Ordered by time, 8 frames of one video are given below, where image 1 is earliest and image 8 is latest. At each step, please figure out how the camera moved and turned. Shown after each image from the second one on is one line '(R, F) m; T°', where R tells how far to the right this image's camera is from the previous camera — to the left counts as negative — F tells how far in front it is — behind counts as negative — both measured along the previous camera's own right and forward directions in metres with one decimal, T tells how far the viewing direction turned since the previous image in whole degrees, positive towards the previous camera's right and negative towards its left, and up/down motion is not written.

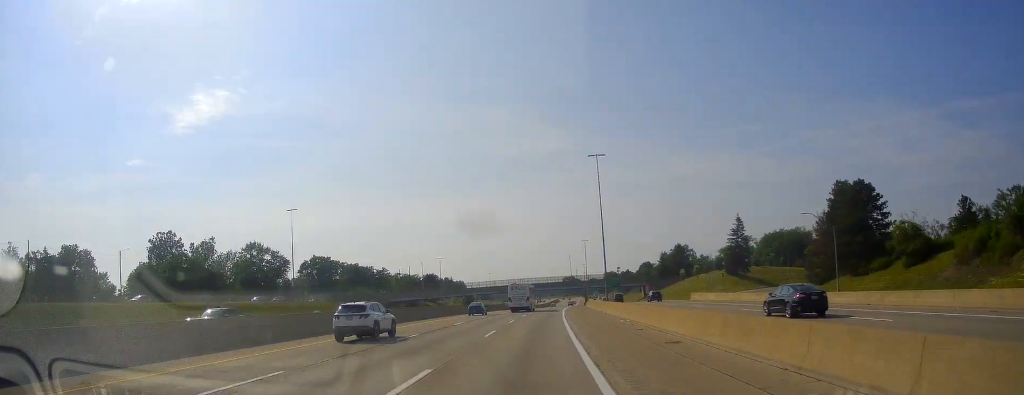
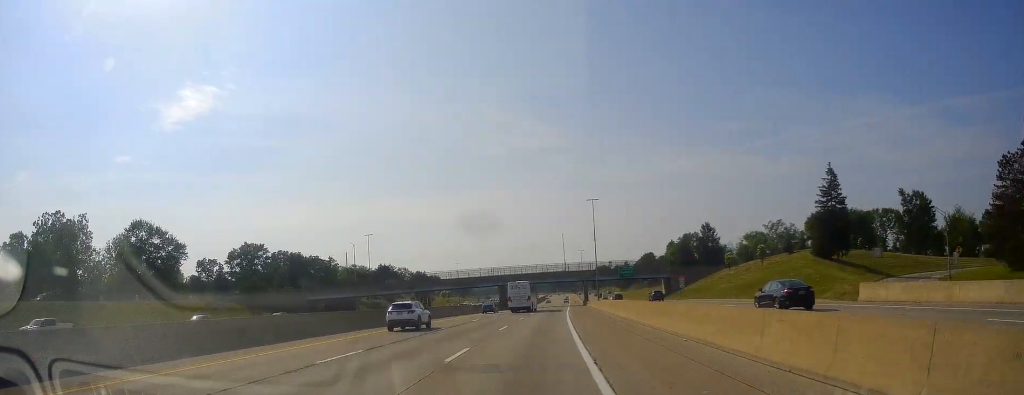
(+0.5, +55.0) m; +1°
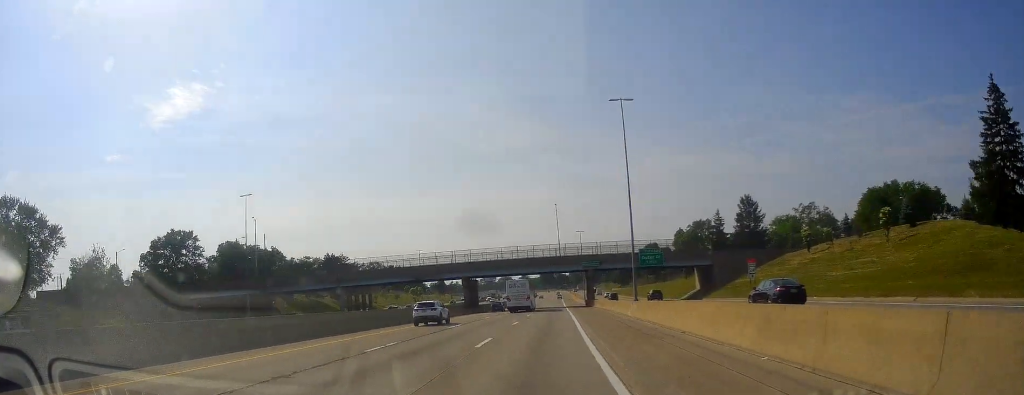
(+0.3, +42.0) m; +1°
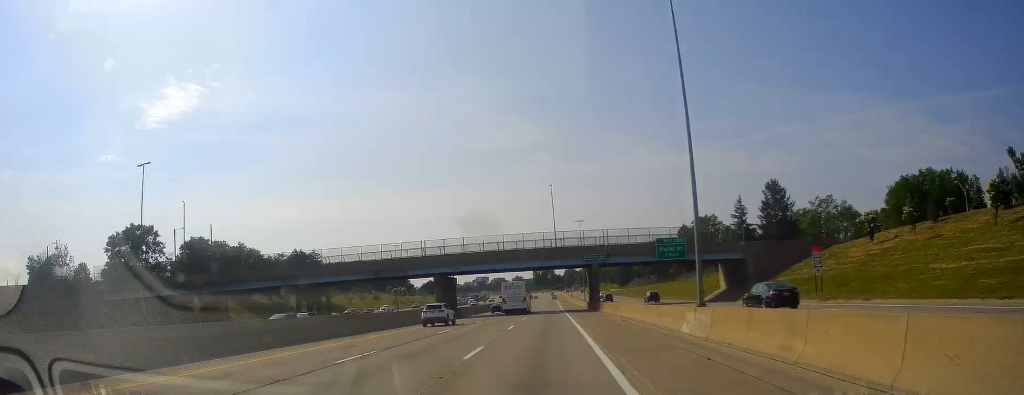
(+0.2, +18.4) m; 0°
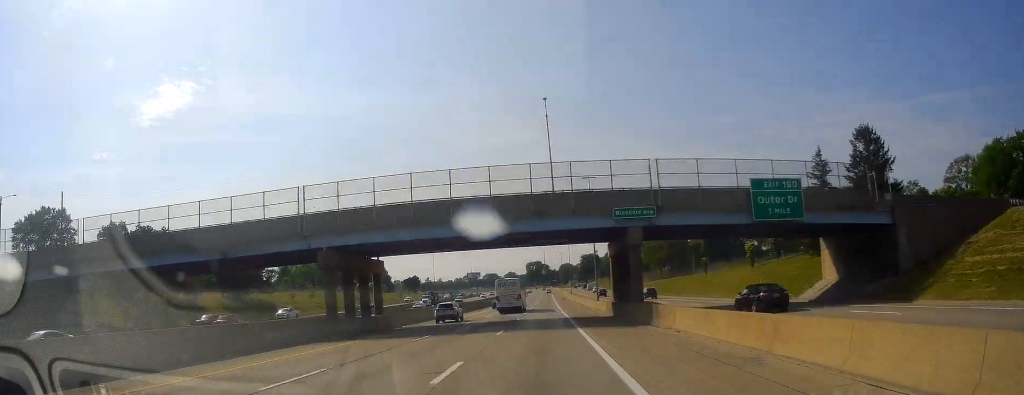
(0.0, +35.7) m; 0°
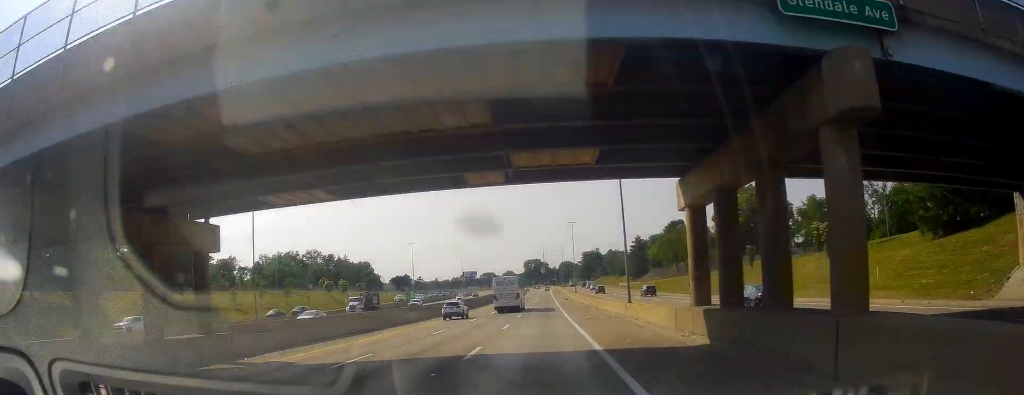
(0.0, +26.1) m; +1°
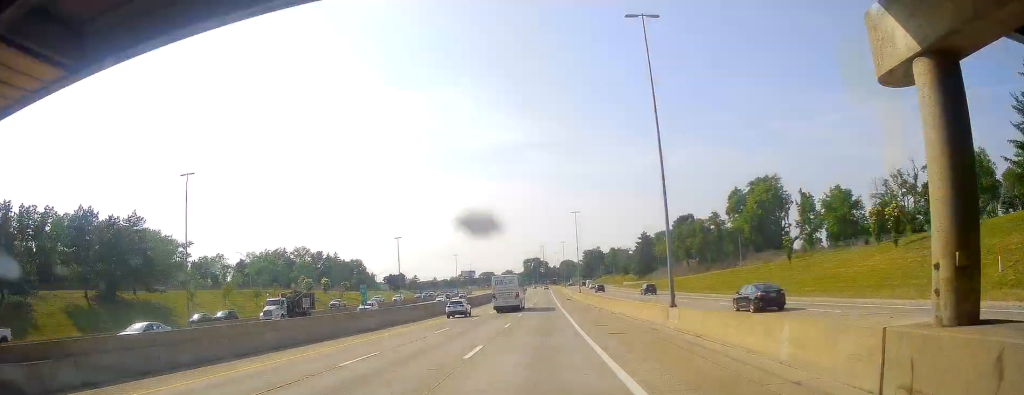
(0.0, +14.2) m; +1°
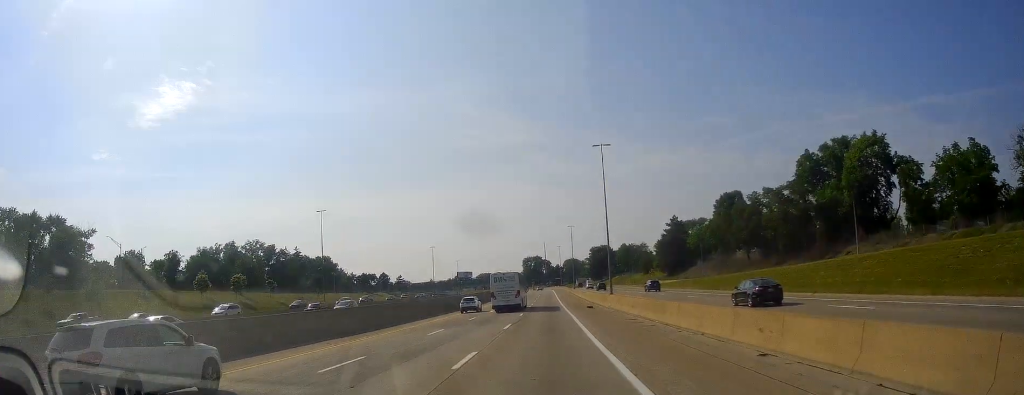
(+0.8, +48.3) m; 0°
